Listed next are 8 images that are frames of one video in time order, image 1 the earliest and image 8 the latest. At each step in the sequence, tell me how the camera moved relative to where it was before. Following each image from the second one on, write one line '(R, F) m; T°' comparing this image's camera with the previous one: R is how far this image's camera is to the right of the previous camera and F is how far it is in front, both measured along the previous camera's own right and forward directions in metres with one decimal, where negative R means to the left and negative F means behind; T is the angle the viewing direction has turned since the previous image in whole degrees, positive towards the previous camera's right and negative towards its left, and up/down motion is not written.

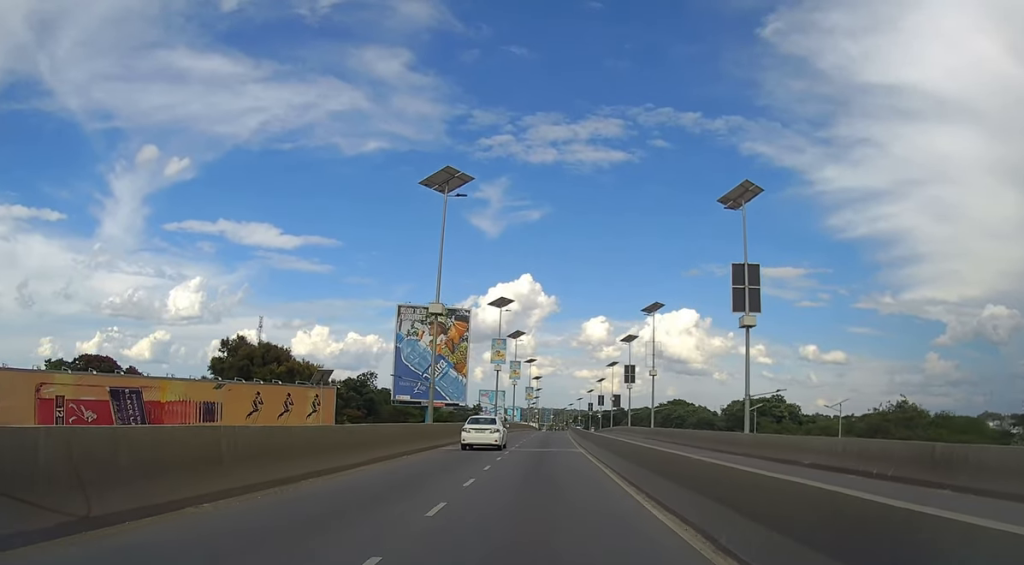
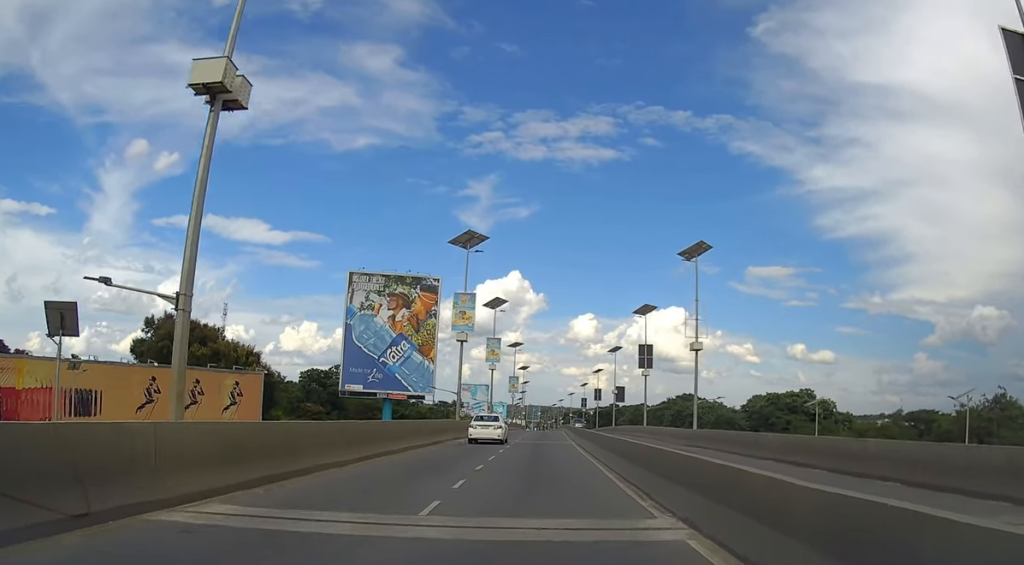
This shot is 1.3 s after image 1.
(+0.3, +23.6) m; +1°
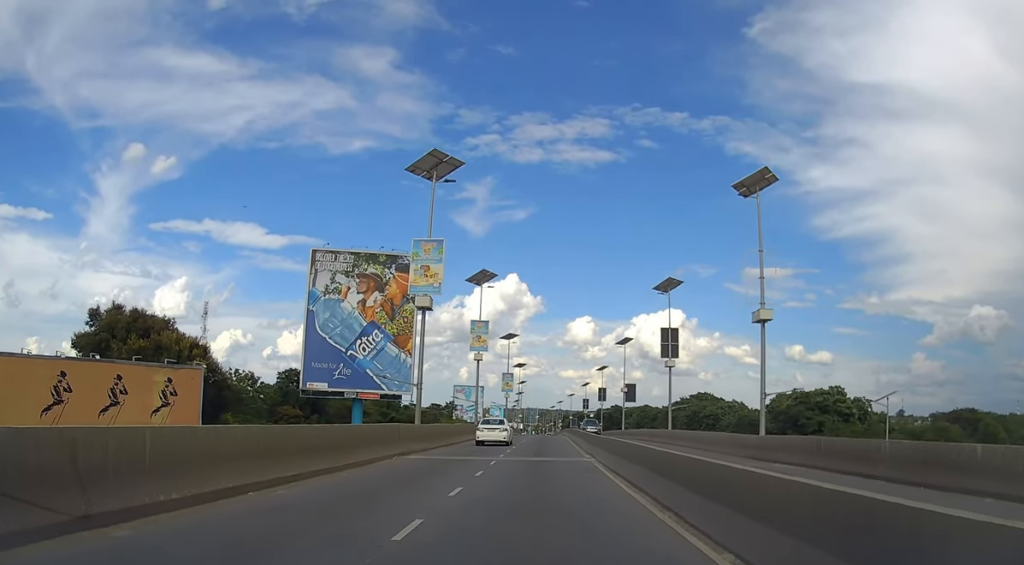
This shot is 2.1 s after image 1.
(0.0, +14.4) m; 0°
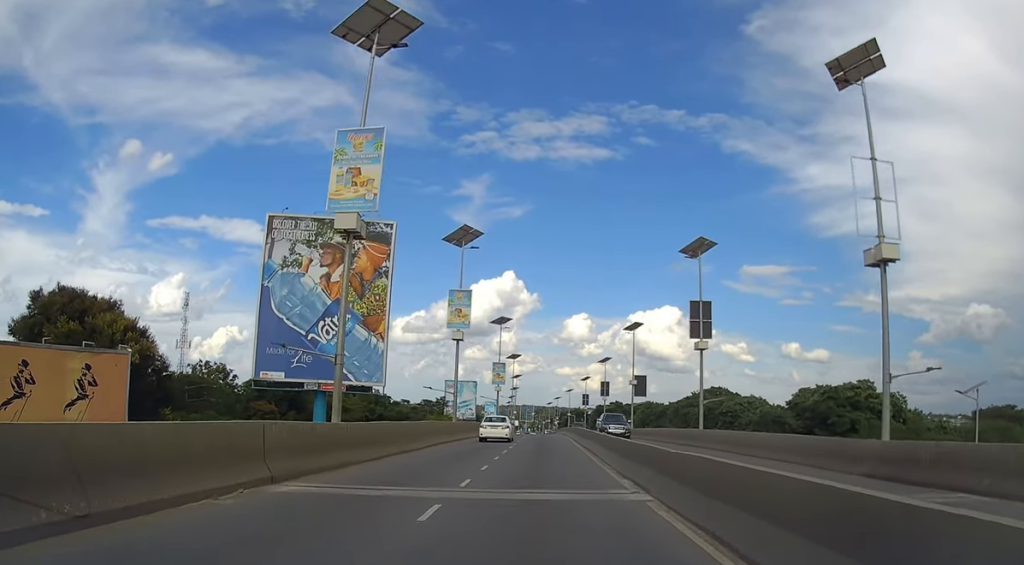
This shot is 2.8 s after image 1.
(+0.1, +12.3) m; +1°
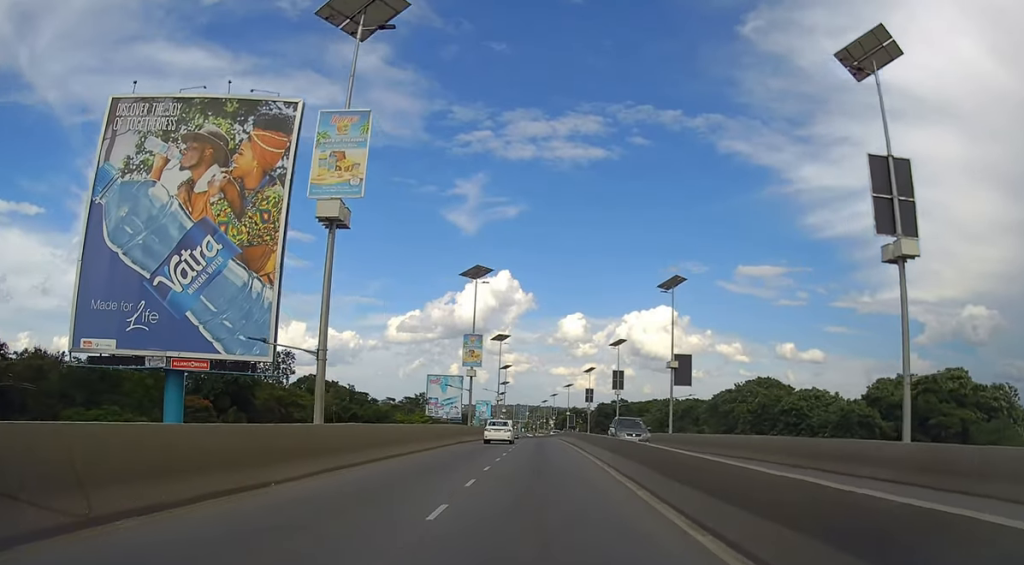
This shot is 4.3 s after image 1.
(+0.2, +27.0) m; 0°
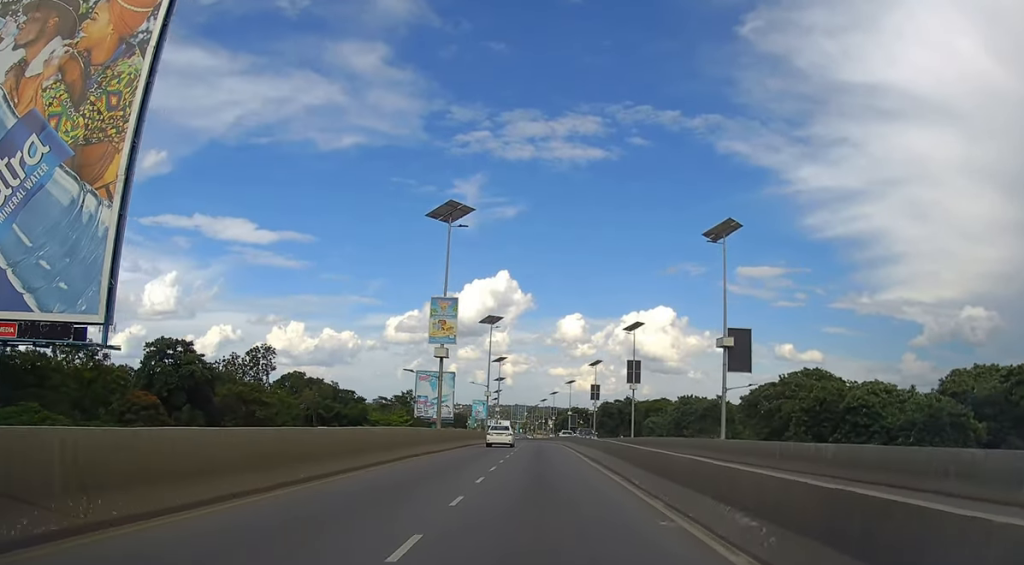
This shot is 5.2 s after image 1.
(0.0, +16.1) m; 0°
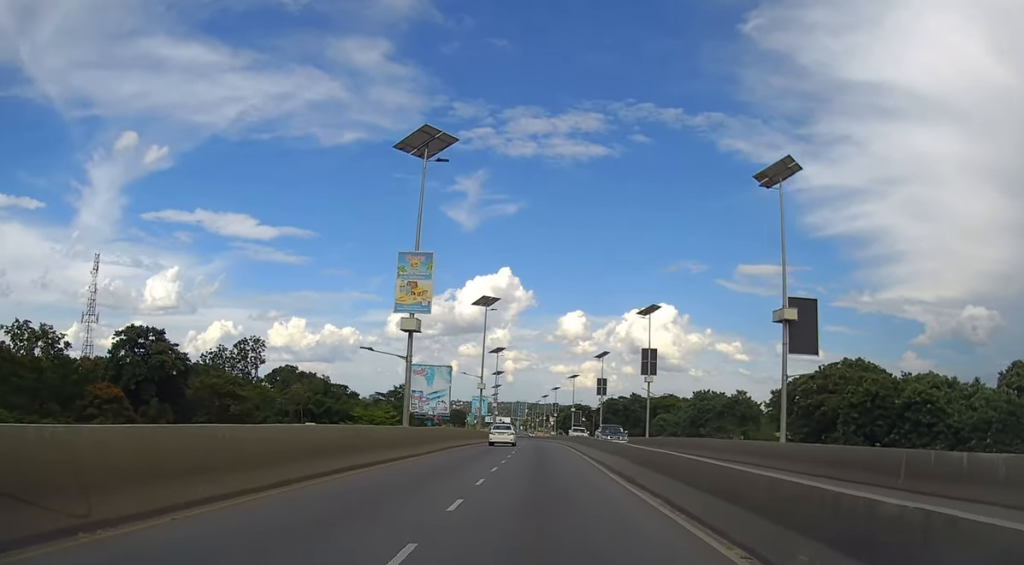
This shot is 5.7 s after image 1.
(0.0, +9.5) m; 0°
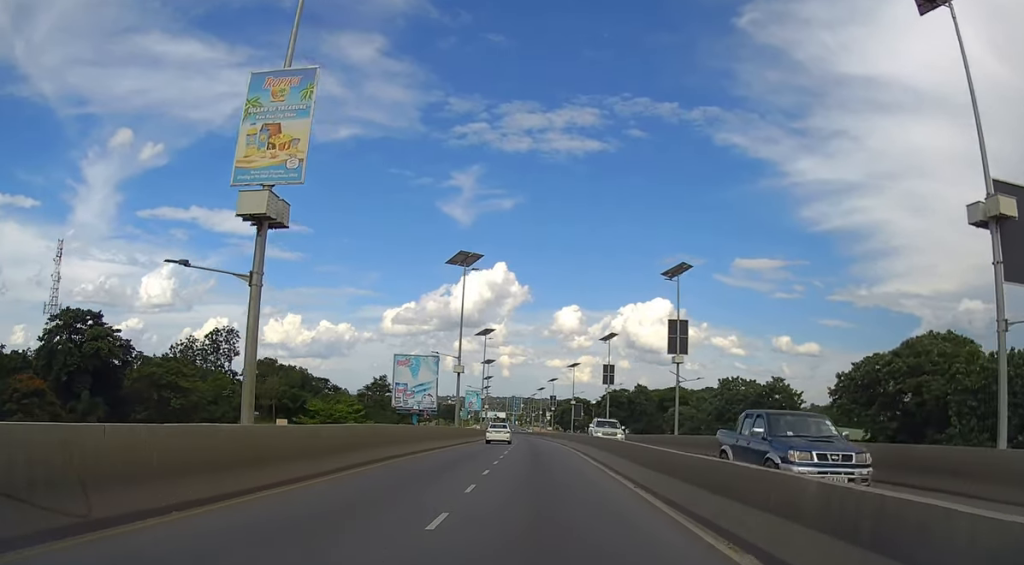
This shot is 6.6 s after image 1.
(0.0, +15.2) m; 0°
